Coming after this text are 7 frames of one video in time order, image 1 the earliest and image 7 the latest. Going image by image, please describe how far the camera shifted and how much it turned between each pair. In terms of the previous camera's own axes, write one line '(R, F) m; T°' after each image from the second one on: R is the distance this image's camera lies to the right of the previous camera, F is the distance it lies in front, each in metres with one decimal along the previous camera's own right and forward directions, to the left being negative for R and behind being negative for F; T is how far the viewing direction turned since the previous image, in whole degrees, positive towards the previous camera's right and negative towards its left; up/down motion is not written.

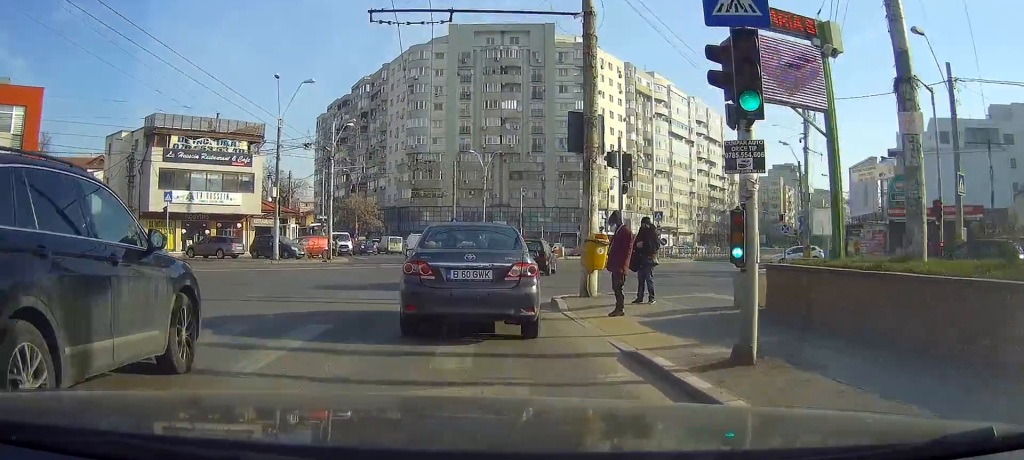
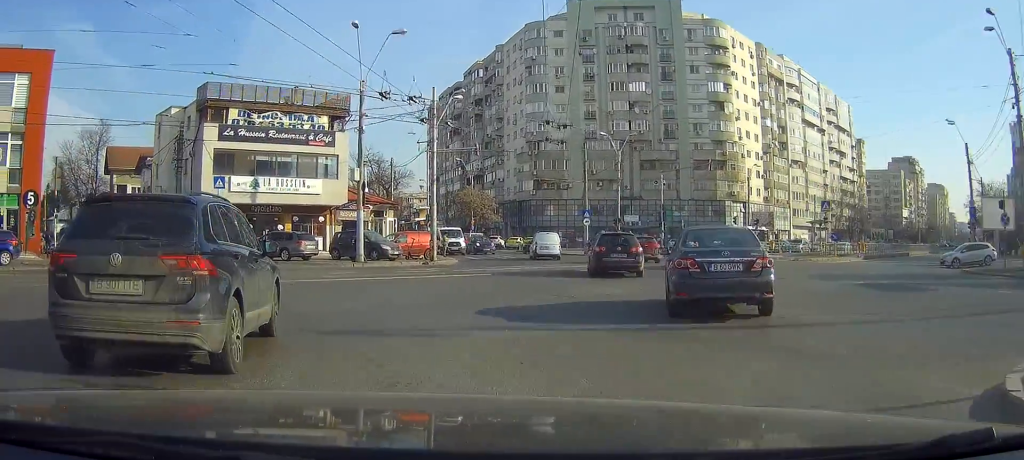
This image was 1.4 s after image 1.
(-0.5, +12.5) m; -8°
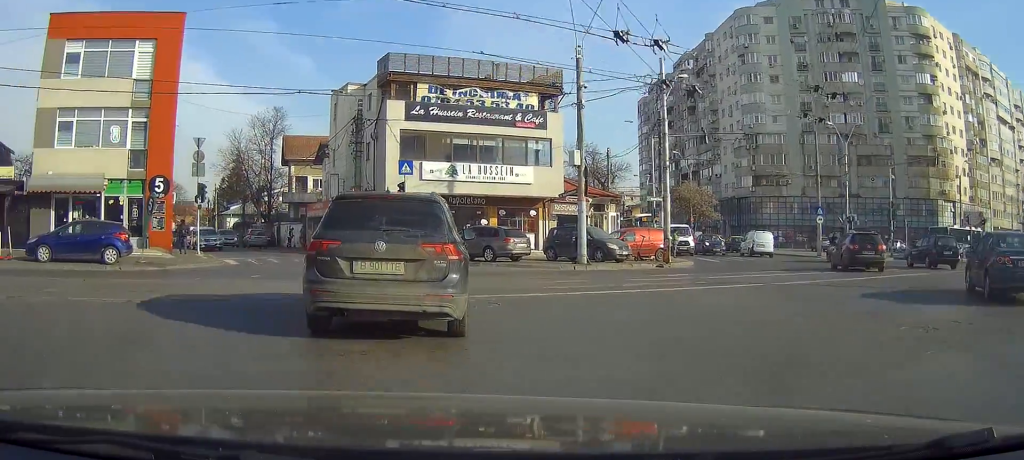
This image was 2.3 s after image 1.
(-0.3, +8.6) m; -13°
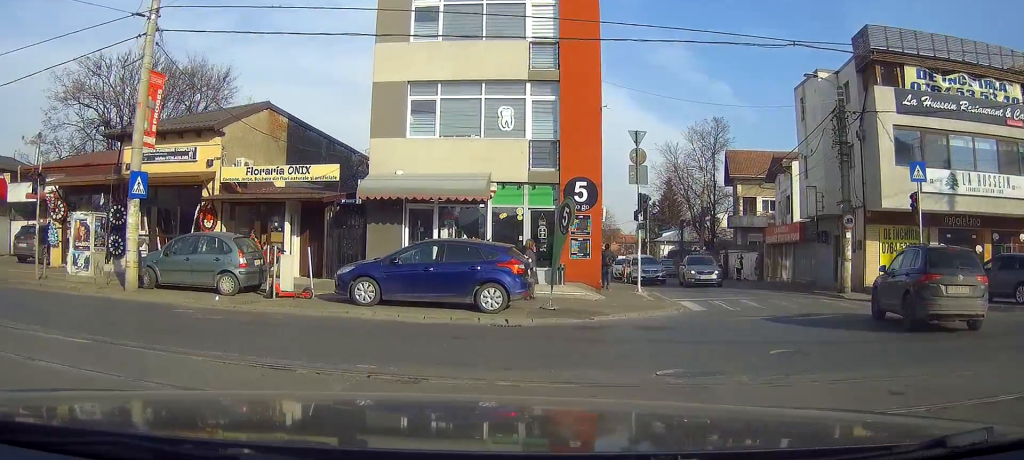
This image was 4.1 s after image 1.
(-1.1, +12.3) m; -6°
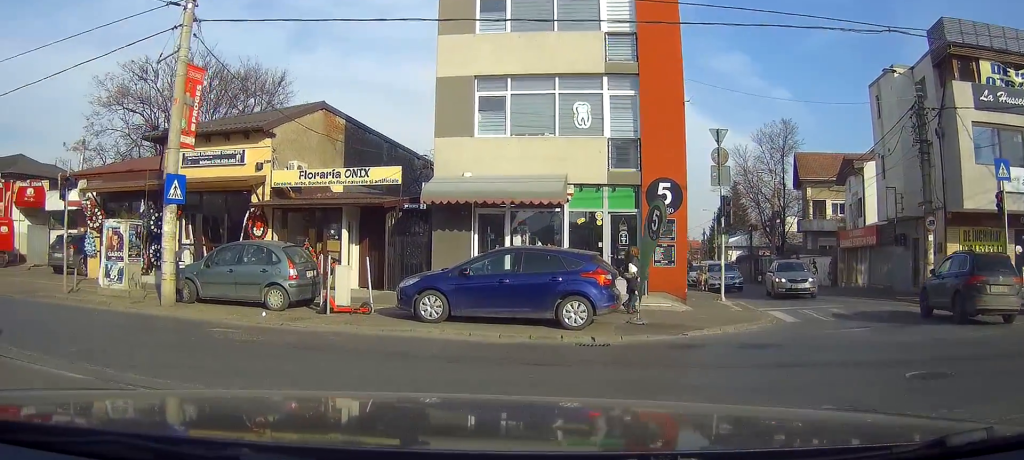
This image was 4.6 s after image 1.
(0.0, +2.1) m; -8°
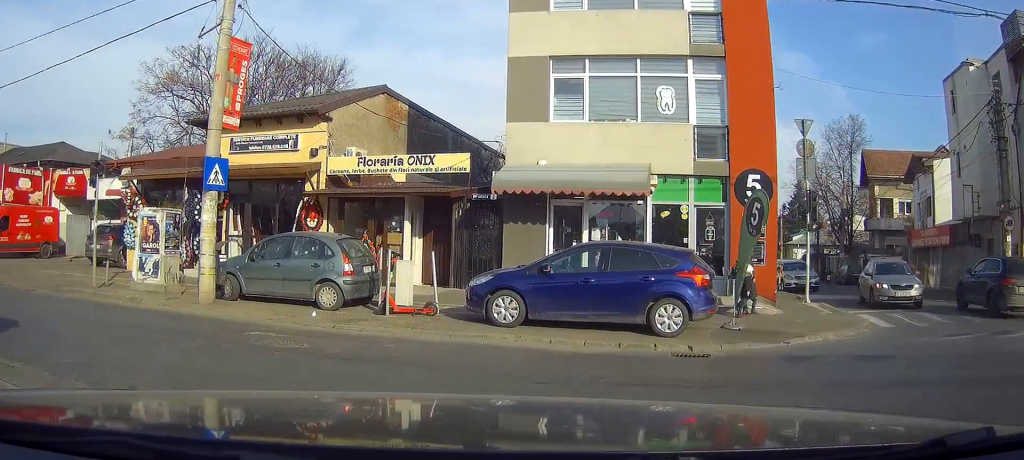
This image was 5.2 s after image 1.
(-0.7, +1.7) m; -15°
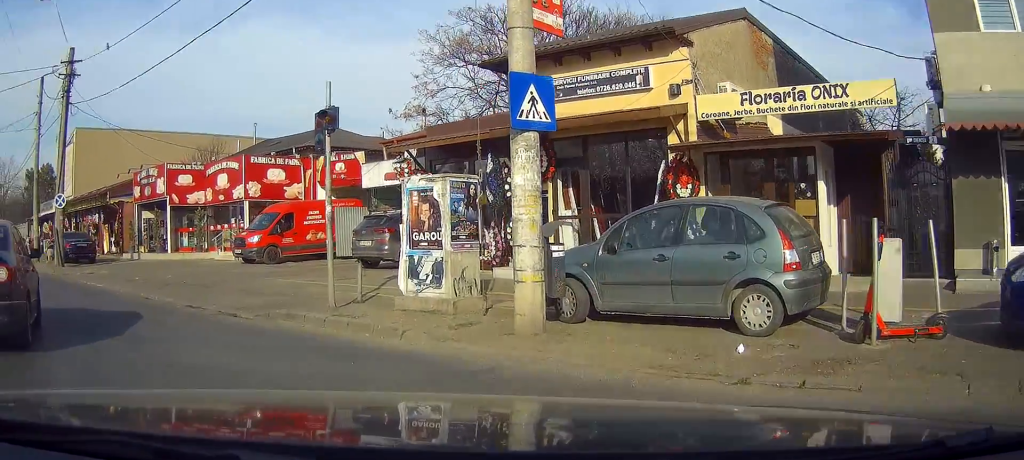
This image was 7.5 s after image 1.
(-1.6, +4.9) m; -5°
